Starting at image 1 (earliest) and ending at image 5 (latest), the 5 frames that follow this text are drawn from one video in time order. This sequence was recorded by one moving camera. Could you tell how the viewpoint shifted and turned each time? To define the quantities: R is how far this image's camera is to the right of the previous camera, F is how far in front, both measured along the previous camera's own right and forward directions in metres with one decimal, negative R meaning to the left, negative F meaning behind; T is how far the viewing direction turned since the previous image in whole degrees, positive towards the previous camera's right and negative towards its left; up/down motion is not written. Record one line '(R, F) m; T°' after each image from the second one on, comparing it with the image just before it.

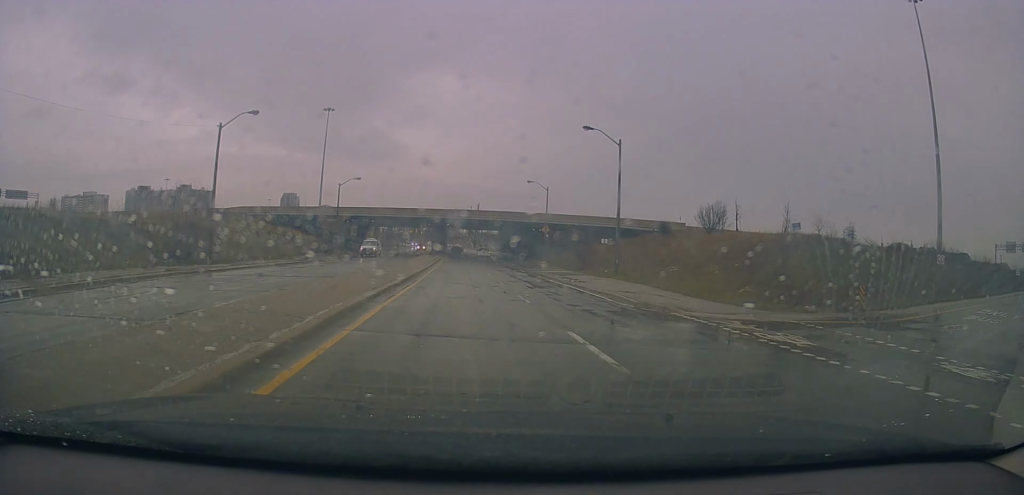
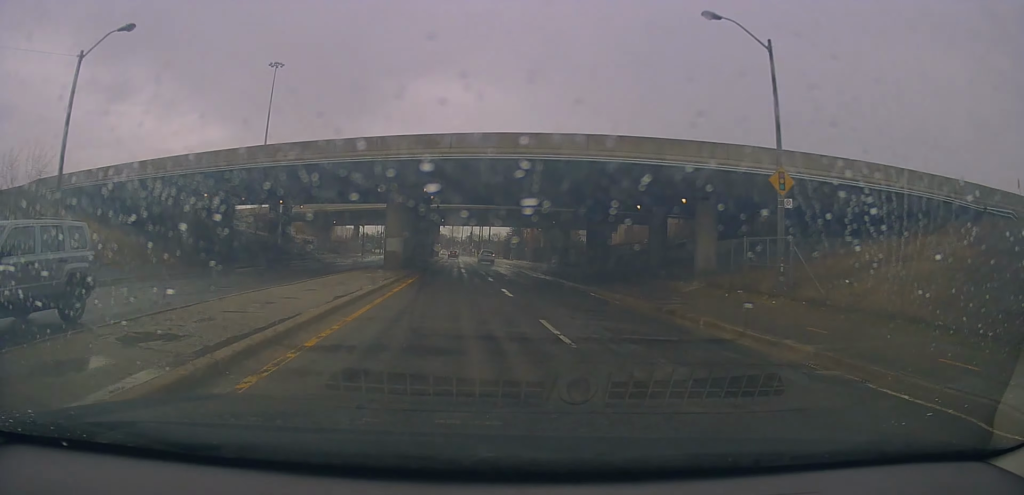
(-0.8, +53.1) m; -1°
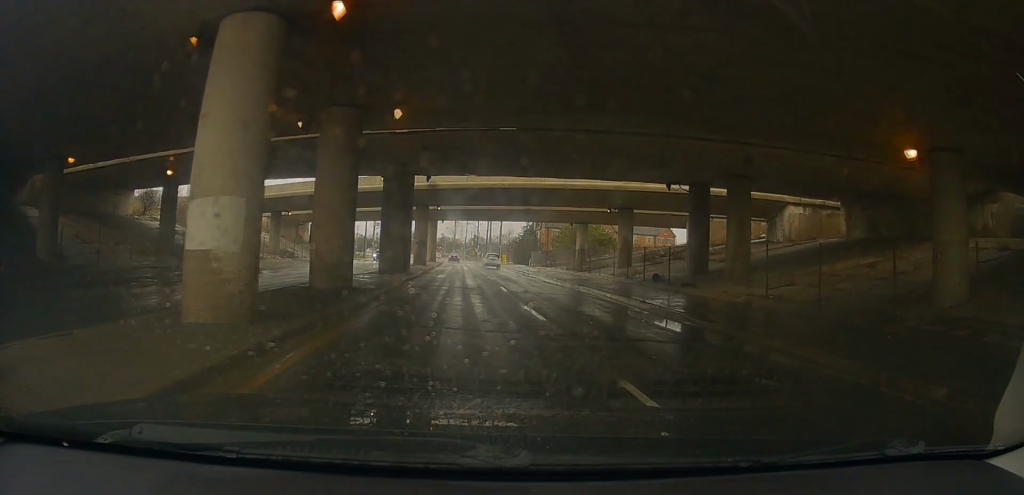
(0.0, +23.6) m; +1°
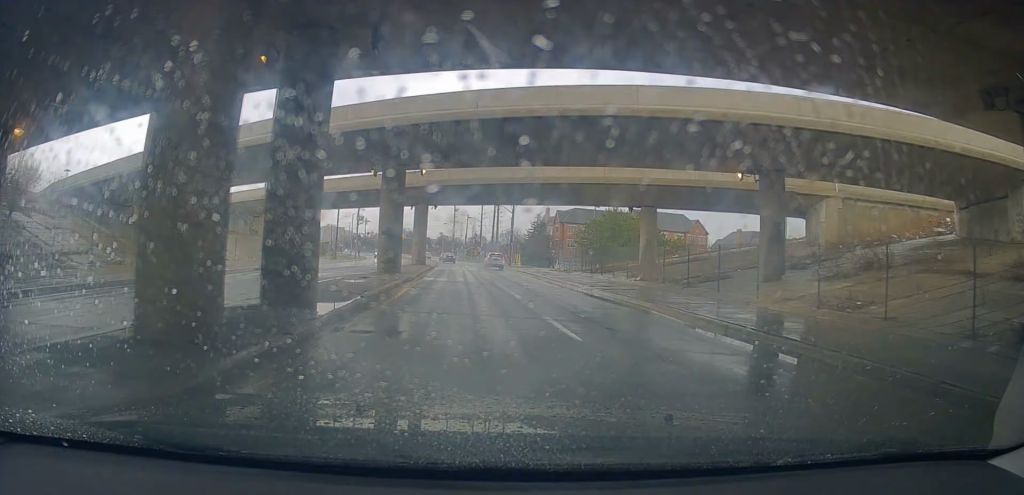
(+0.4, +21.0) m; +1°
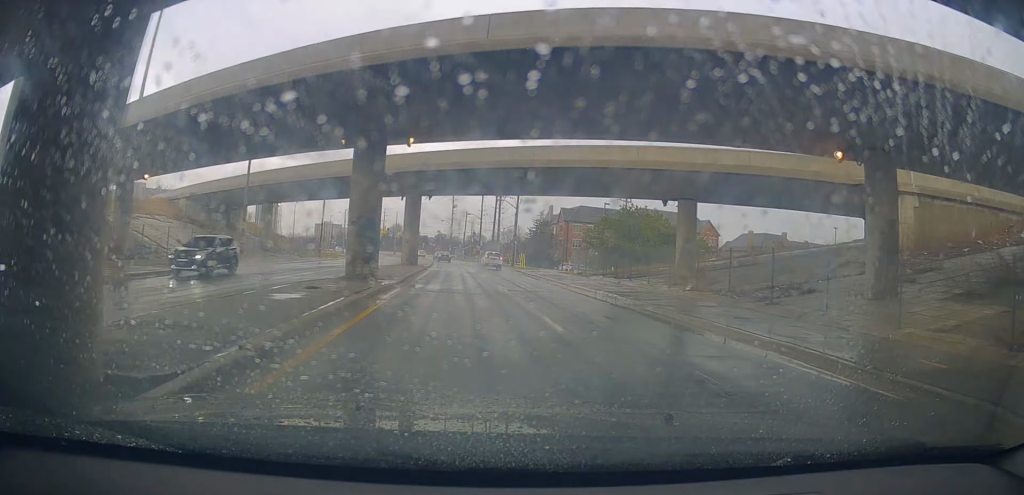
(0.0, +6.2) m; 0°
